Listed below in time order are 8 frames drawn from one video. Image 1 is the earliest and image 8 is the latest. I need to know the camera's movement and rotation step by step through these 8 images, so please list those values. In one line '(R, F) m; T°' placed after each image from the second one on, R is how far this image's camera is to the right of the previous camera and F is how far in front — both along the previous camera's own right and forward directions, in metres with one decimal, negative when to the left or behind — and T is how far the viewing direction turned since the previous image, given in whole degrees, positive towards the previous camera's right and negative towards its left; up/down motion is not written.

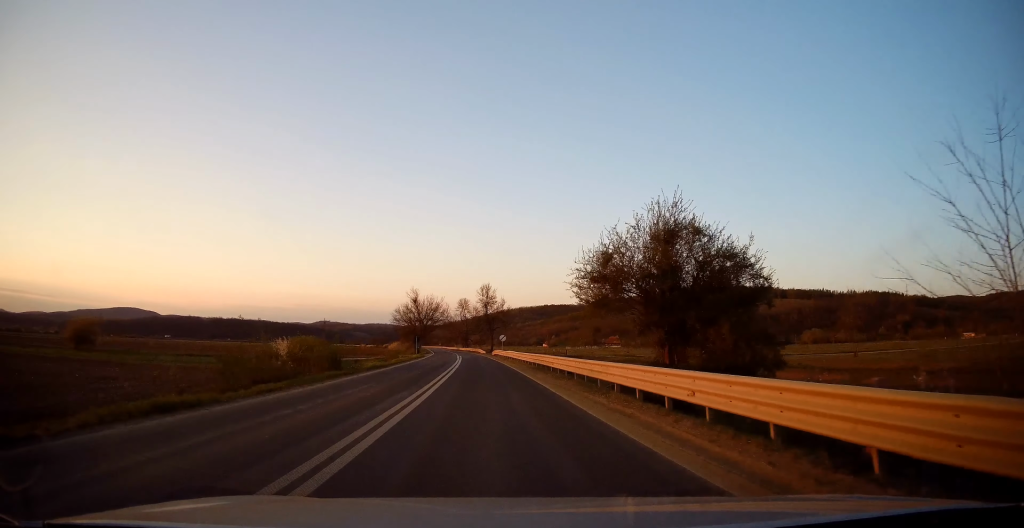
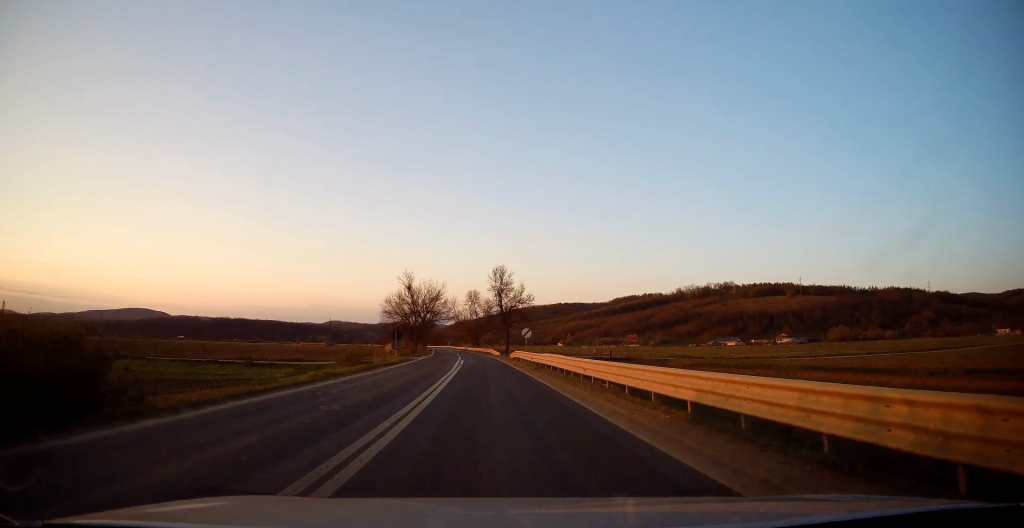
(-0.6, +22.7) m; -1°
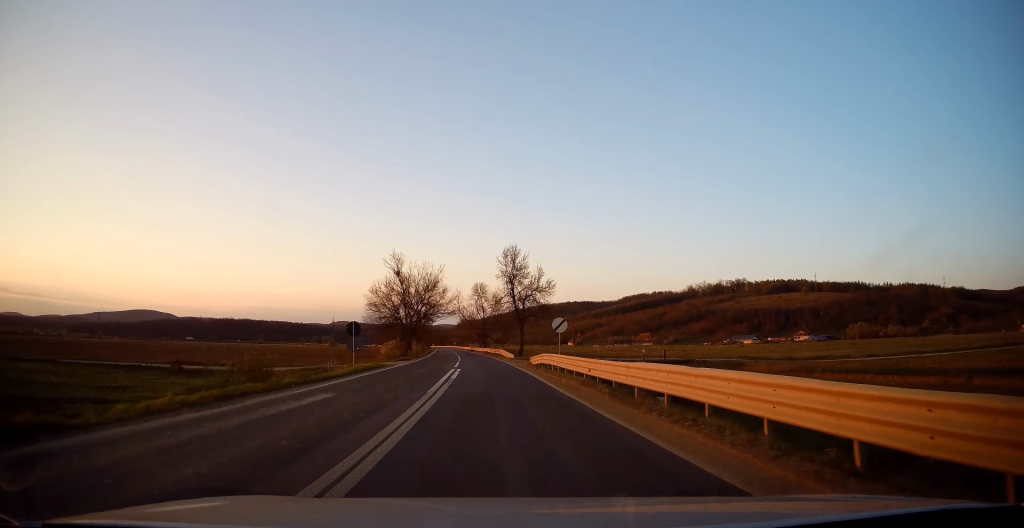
(+0.3, +16.3) m; -1°
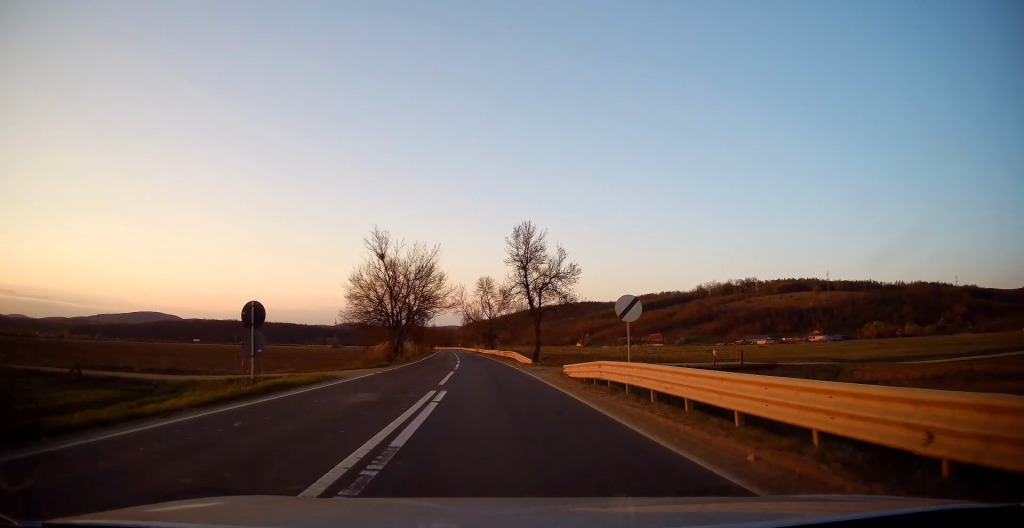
(-0.2, +13.1) m; -1°
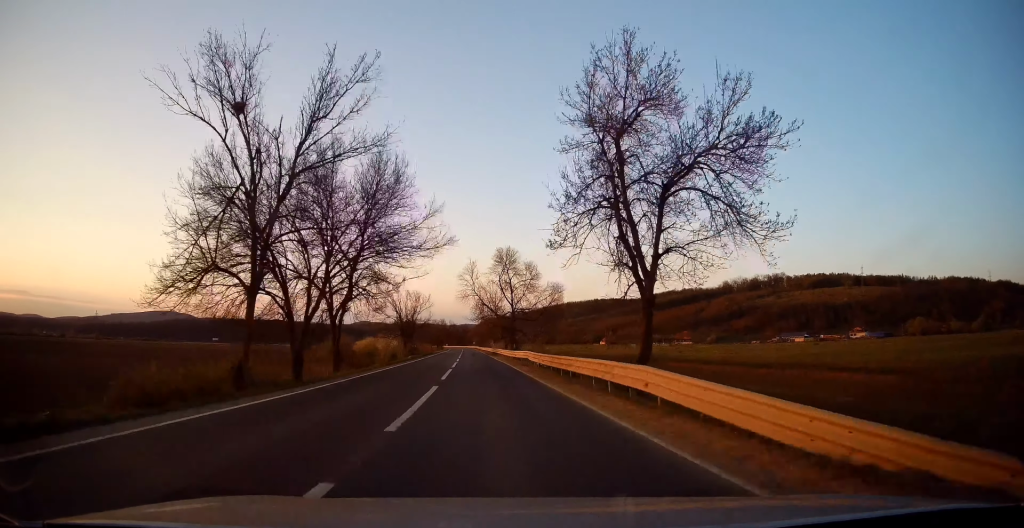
(-0.7, +33.0) m; -2°
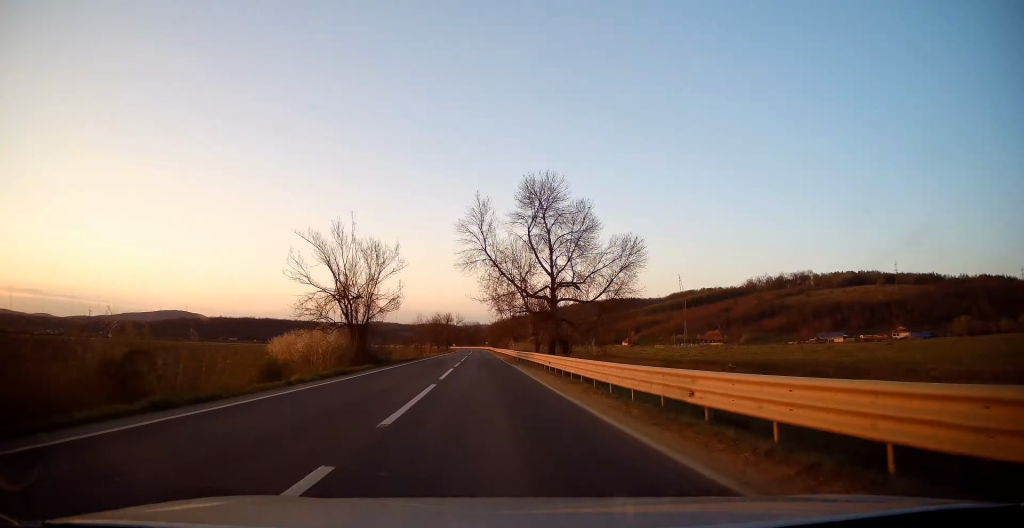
(-0.9, +34.4) m; -1°
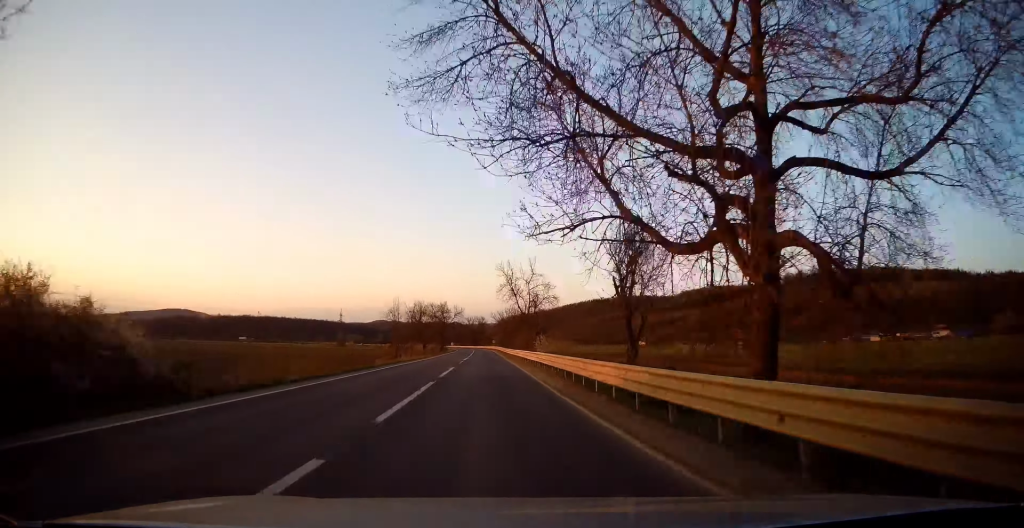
(+0.2, +34.9) m; 0°
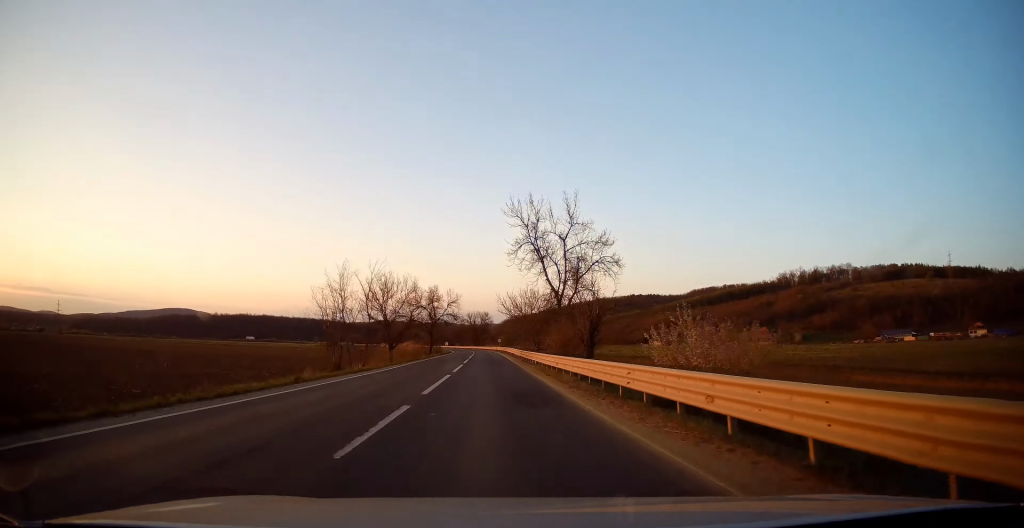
(-0.3, +30.0) m; -1°
